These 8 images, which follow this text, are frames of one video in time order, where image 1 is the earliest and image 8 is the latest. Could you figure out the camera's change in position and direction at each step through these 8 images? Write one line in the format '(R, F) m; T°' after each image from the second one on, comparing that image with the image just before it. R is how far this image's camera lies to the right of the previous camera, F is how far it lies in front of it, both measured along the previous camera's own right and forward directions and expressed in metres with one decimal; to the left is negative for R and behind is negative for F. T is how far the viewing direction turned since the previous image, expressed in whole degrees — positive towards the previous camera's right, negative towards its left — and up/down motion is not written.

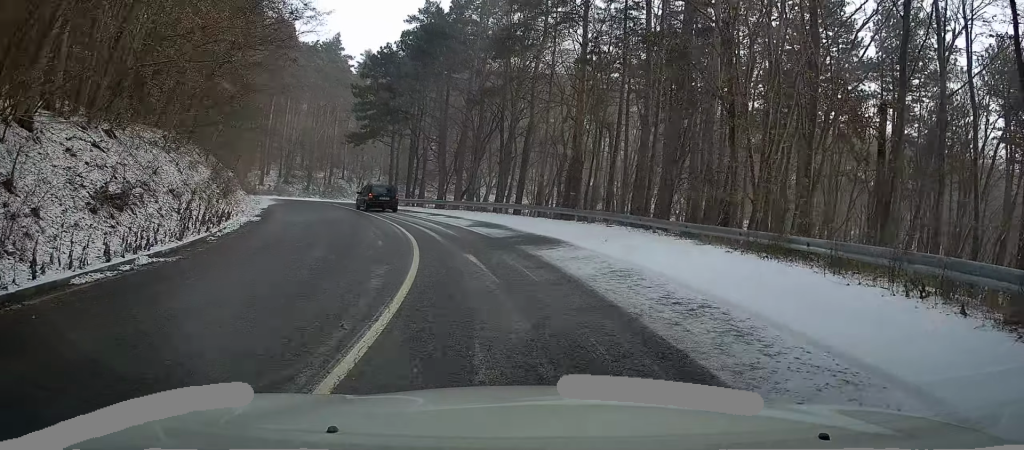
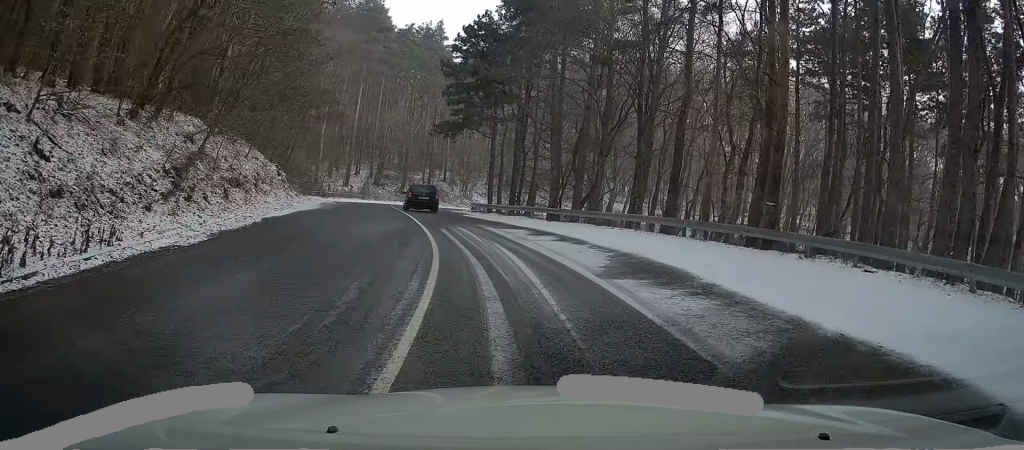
(-1.1, +12.3) m; -9°
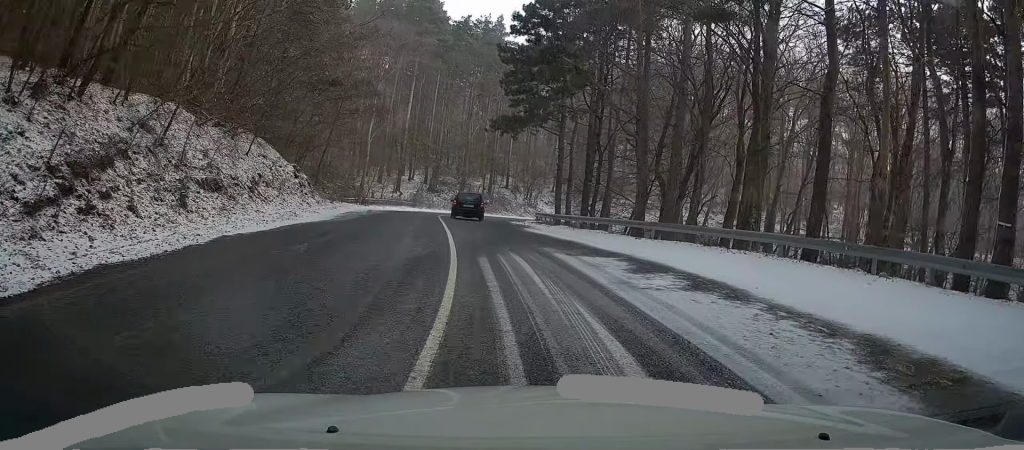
(-0.4, +6.8) m; -5°
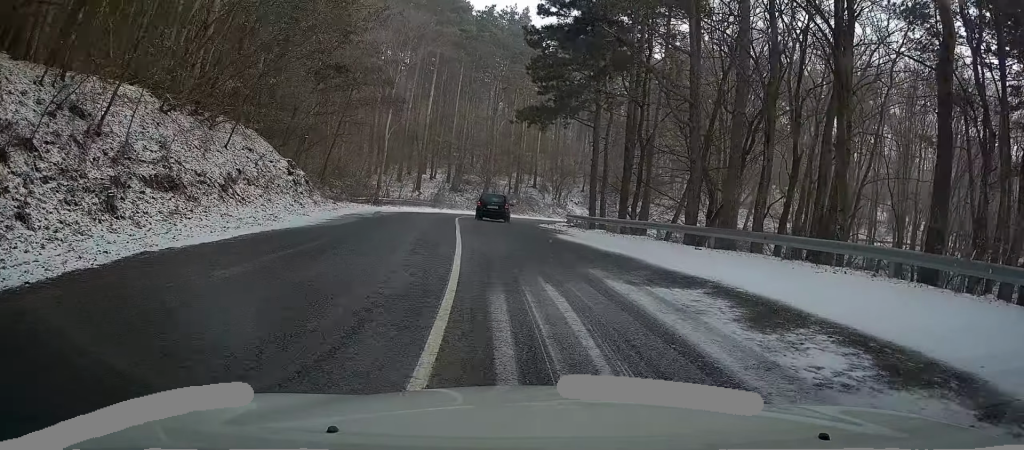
(0.0, +4.1) m; -3°
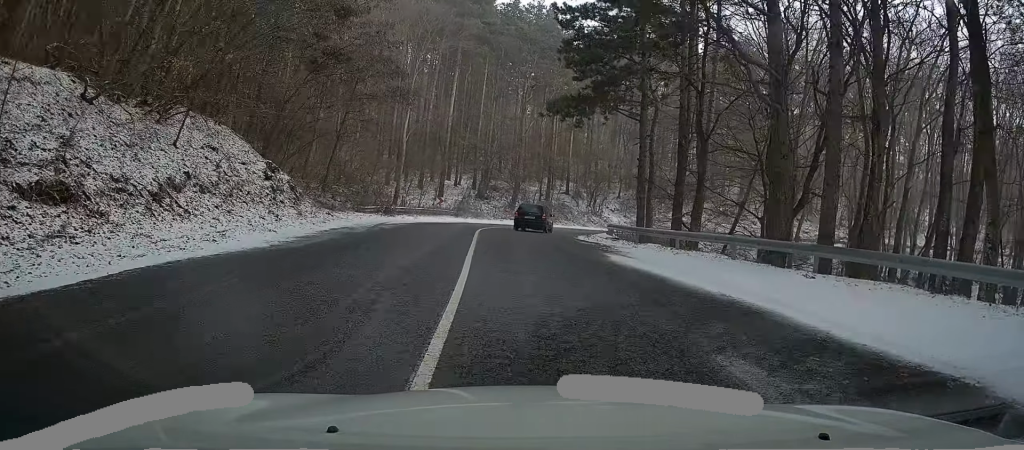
(-0.4, +5.0) m; -2°
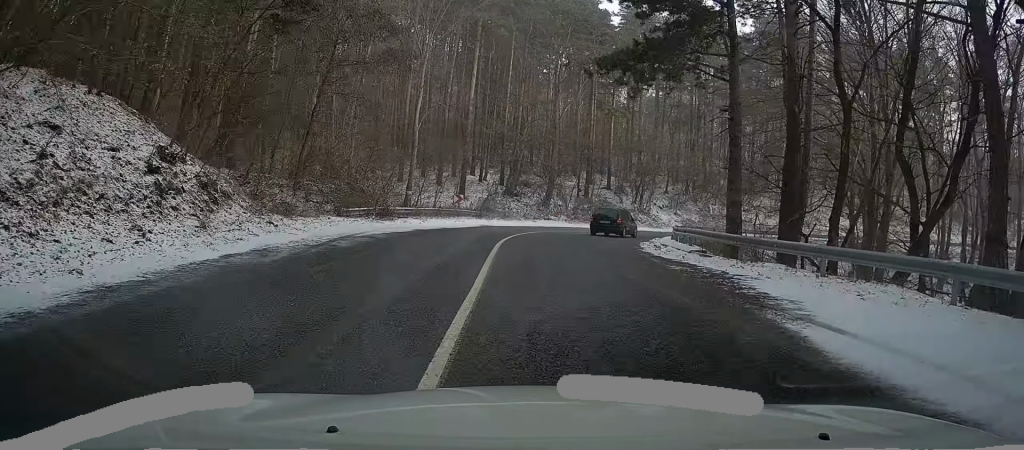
(-0.3, +8.3) m; -2°
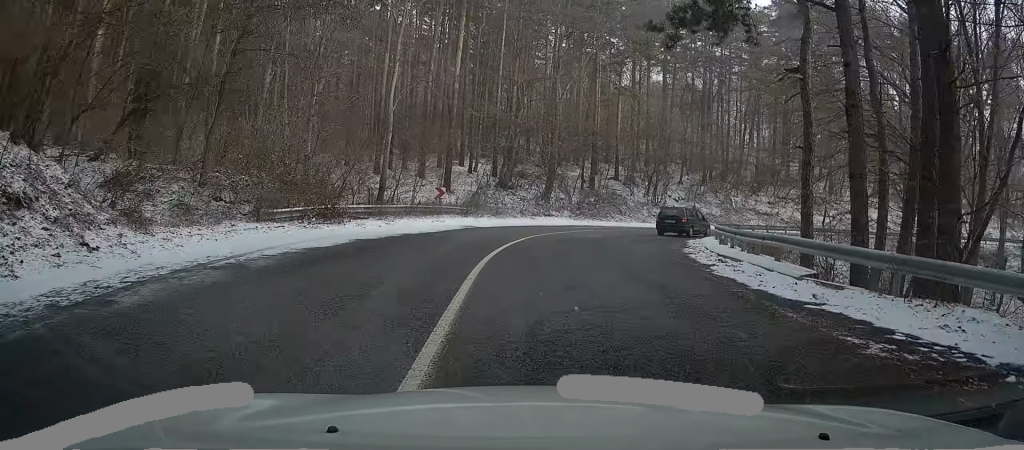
(0.0, +7.3) m; 0°
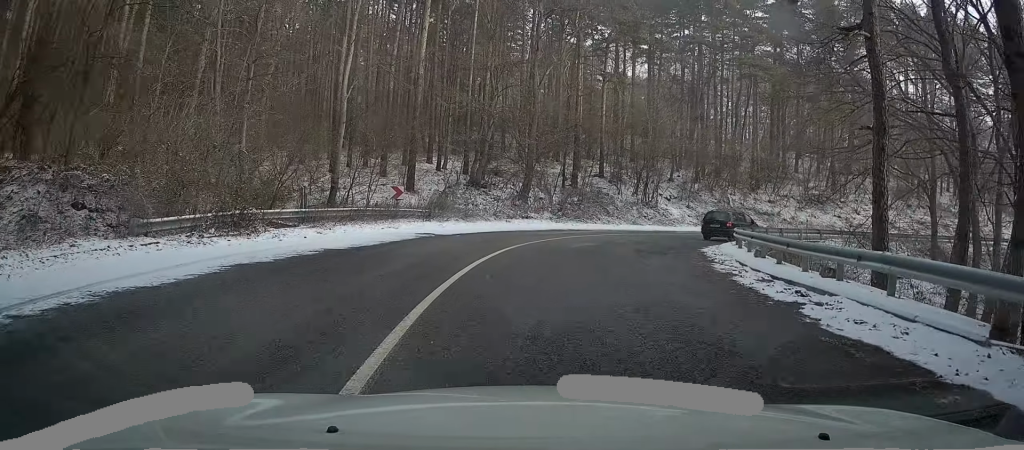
(-0.1, +5.3) m; +1°
